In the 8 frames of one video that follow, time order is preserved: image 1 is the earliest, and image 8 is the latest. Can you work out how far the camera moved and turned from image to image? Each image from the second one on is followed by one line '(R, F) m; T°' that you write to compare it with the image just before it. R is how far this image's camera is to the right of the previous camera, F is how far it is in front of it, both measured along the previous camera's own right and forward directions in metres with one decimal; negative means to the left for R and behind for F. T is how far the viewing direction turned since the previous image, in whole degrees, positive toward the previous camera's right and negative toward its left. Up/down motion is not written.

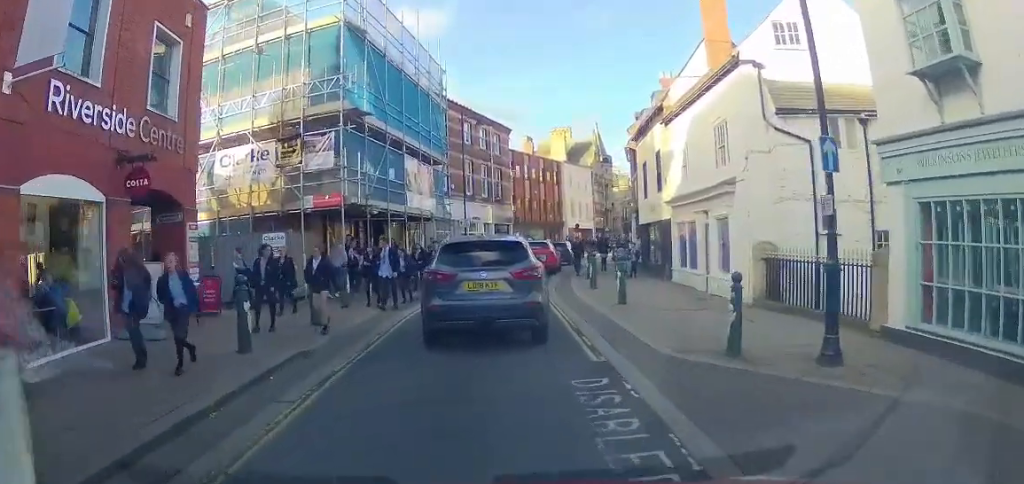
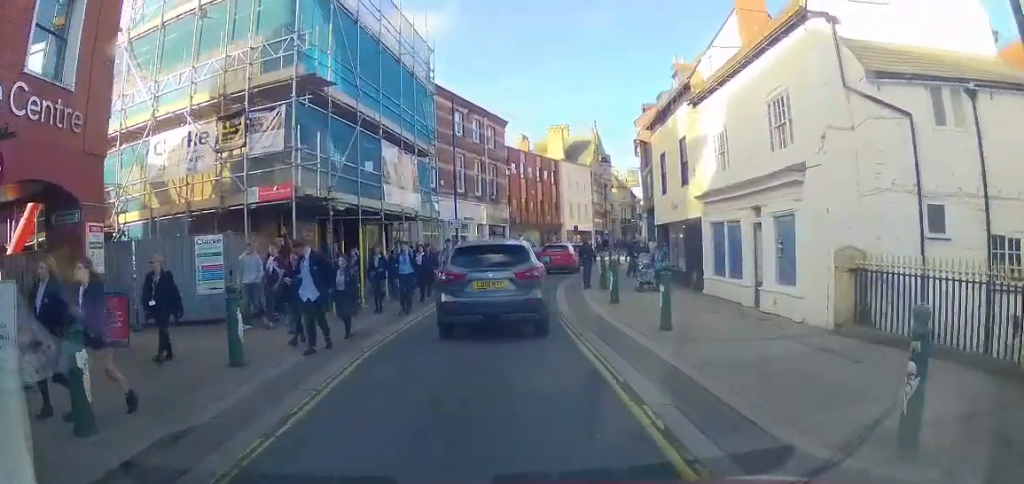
(0.0, +4.2) m; +4°
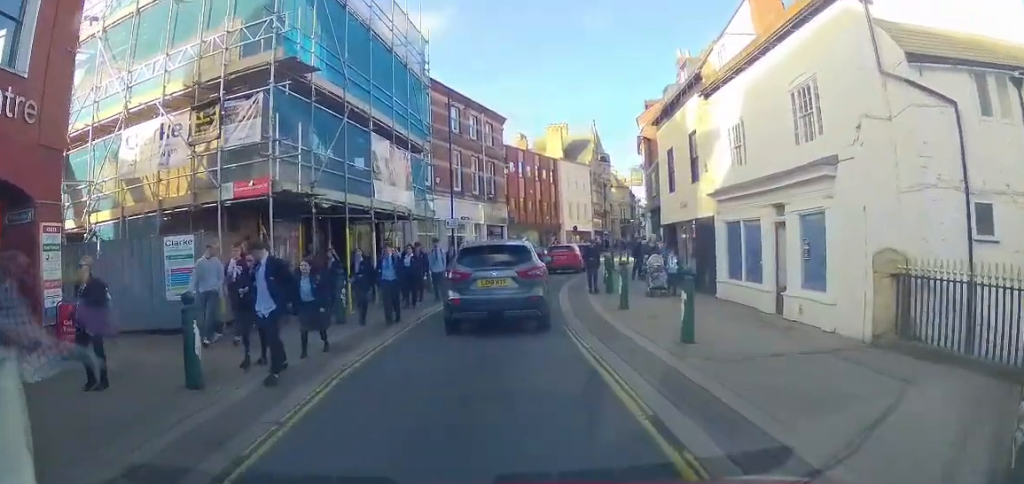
(0.0, +1.4) m; +2°
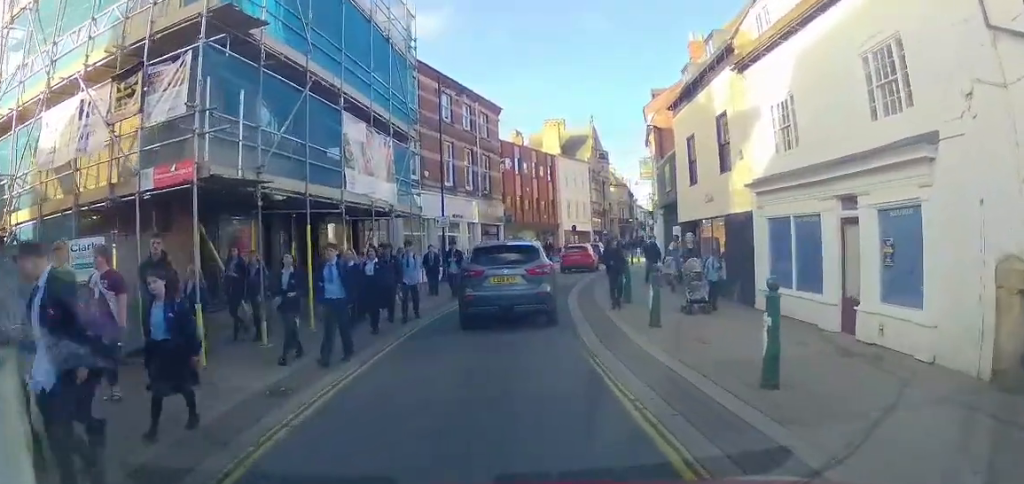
(+0.2, +2.9) m; +4°
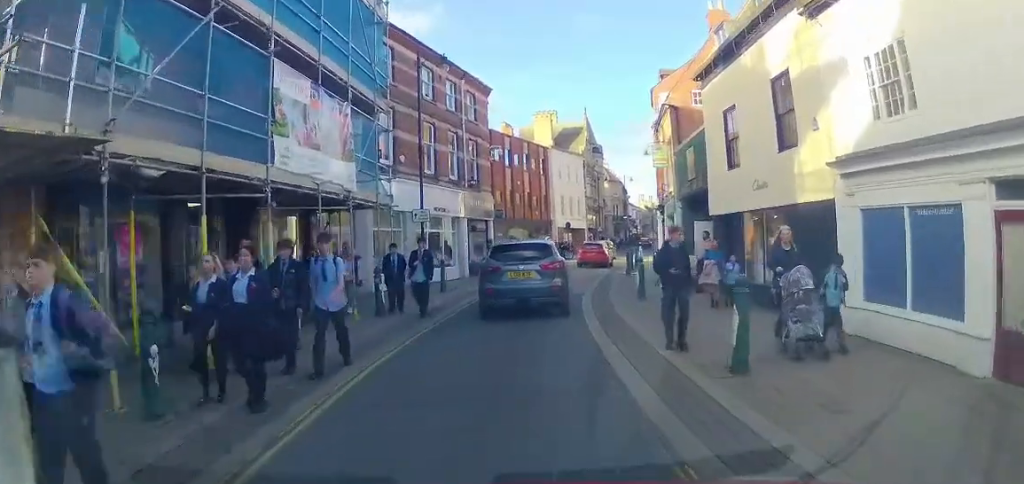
(0.0, +4.1) m; +3°
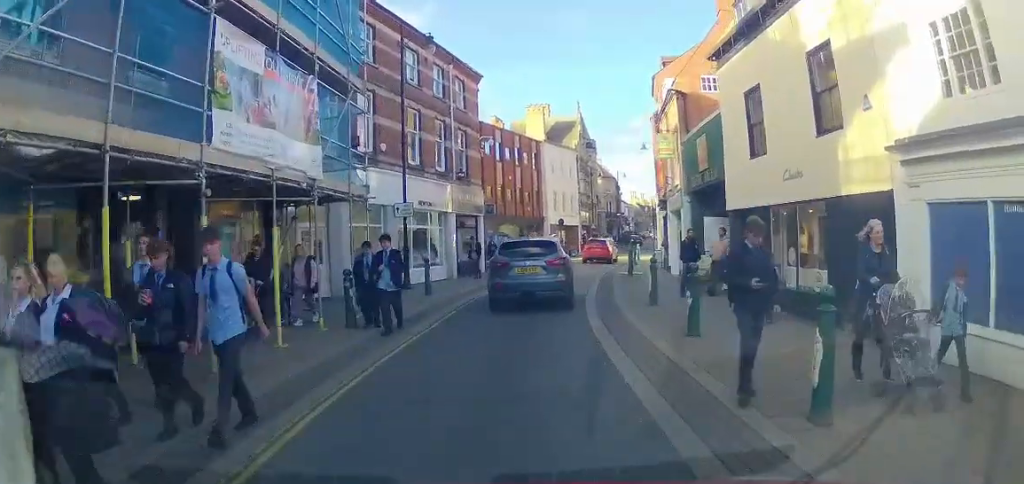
(+0.1, +2.2) m; +1°
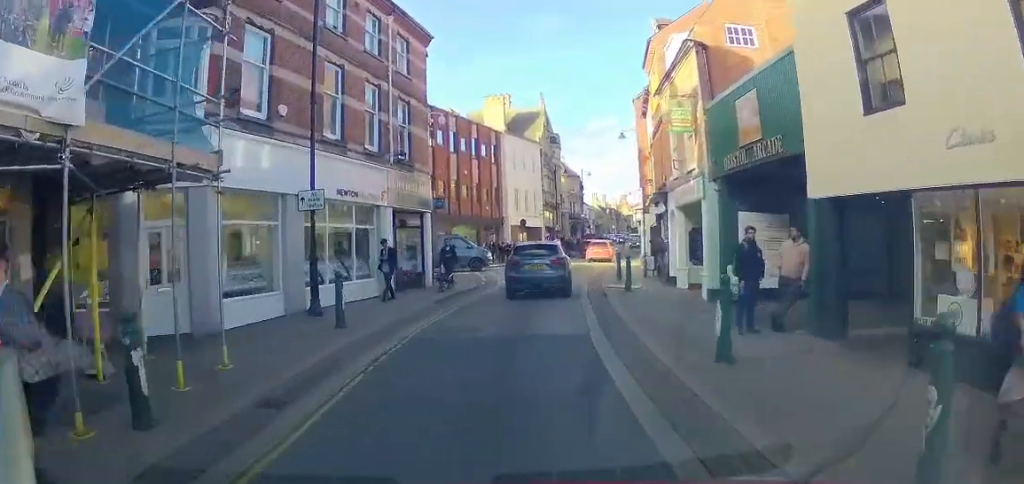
(+0.1, +7.0) m; +2°
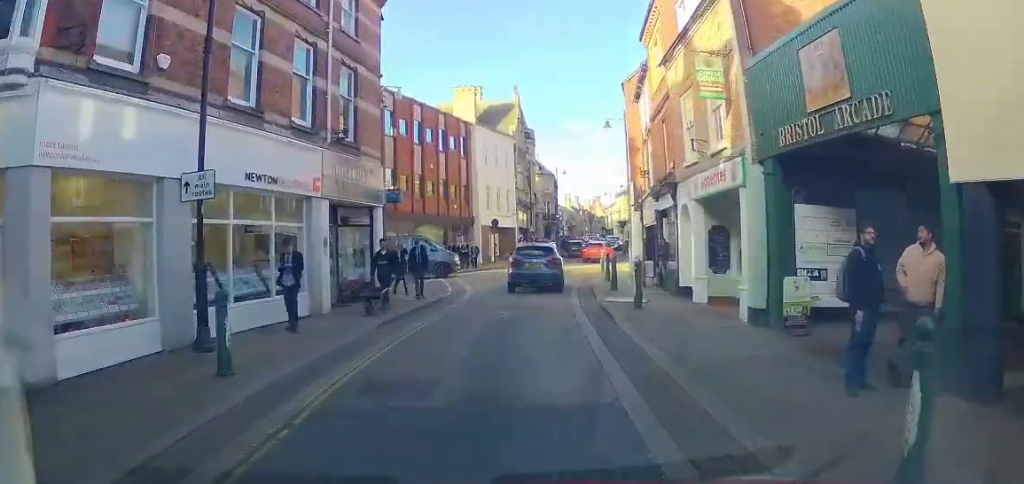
(+0.1, +4.7) m; +3°
